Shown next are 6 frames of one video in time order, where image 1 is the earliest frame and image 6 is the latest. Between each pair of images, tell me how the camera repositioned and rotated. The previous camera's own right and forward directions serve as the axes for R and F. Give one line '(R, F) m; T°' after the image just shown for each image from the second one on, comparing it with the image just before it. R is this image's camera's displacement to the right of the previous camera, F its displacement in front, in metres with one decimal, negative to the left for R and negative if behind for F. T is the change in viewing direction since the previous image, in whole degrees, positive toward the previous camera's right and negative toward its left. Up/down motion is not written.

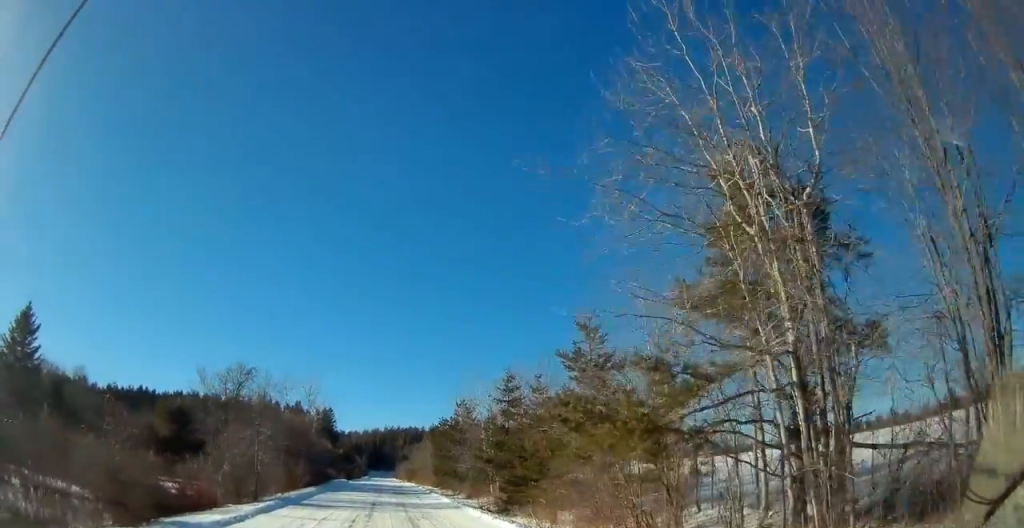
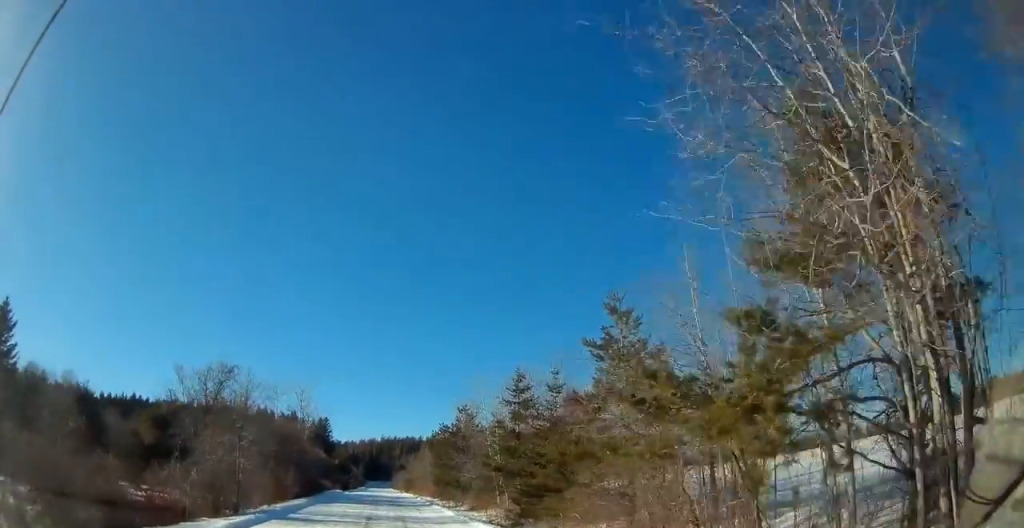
(0.0, +3.6) m; 0°
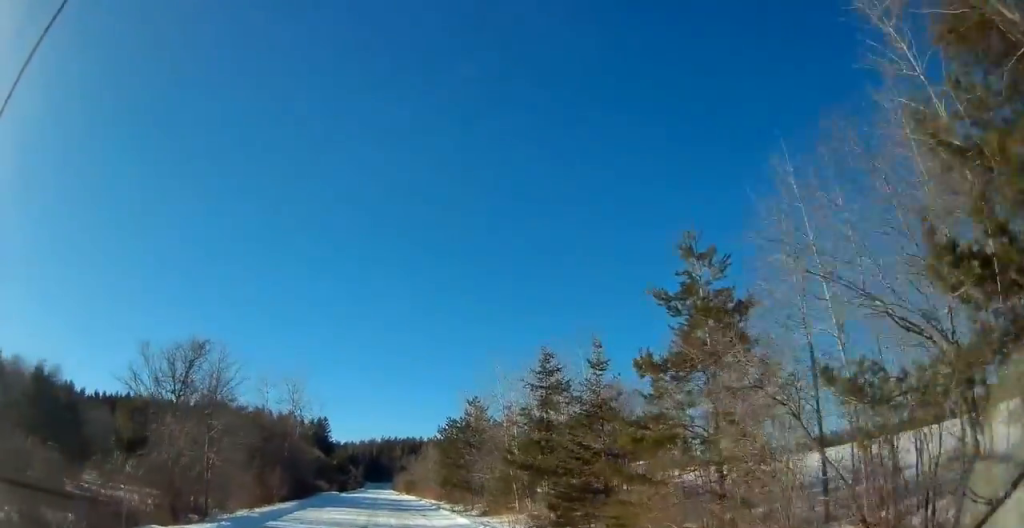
(0.0, +5.4) m; 0°
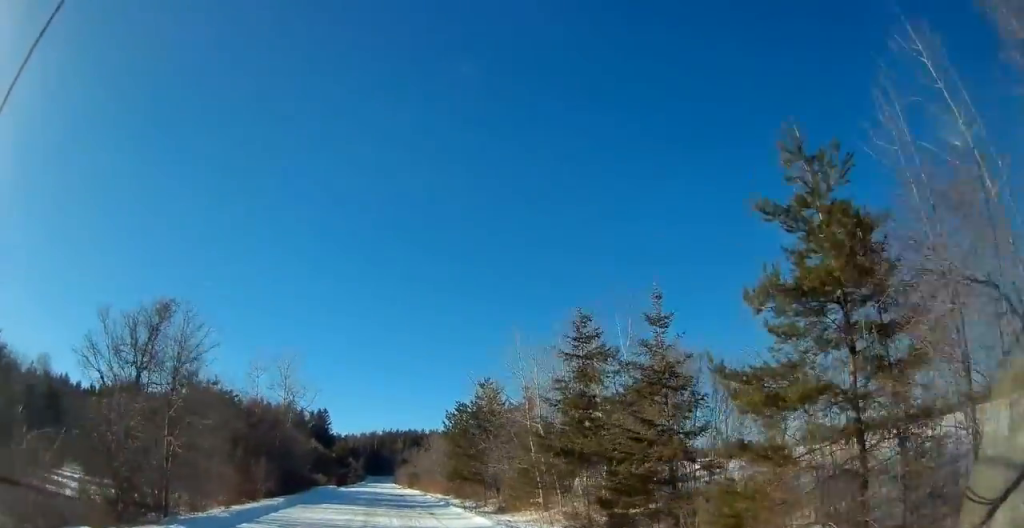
(0.0, +4.9) m; 0°
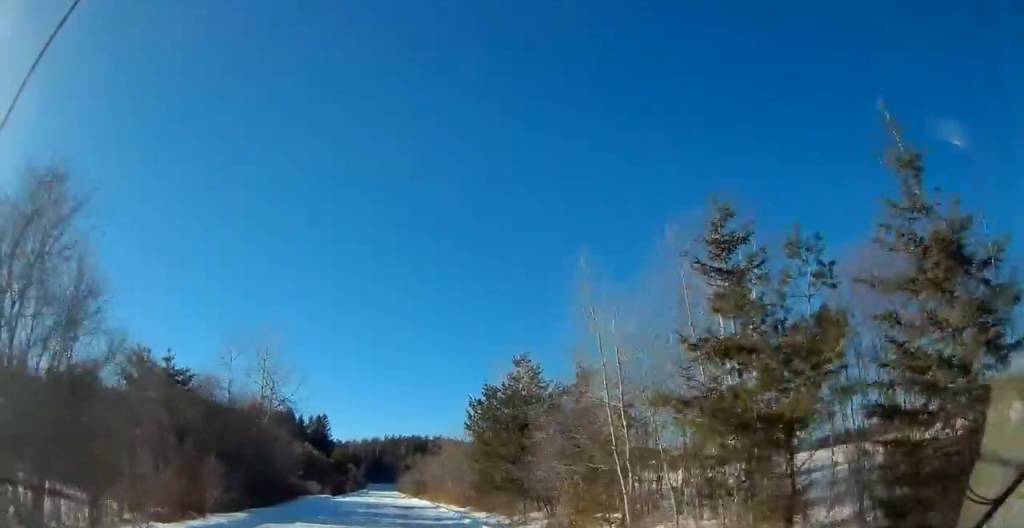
(0.0, +9.9) m; 0°
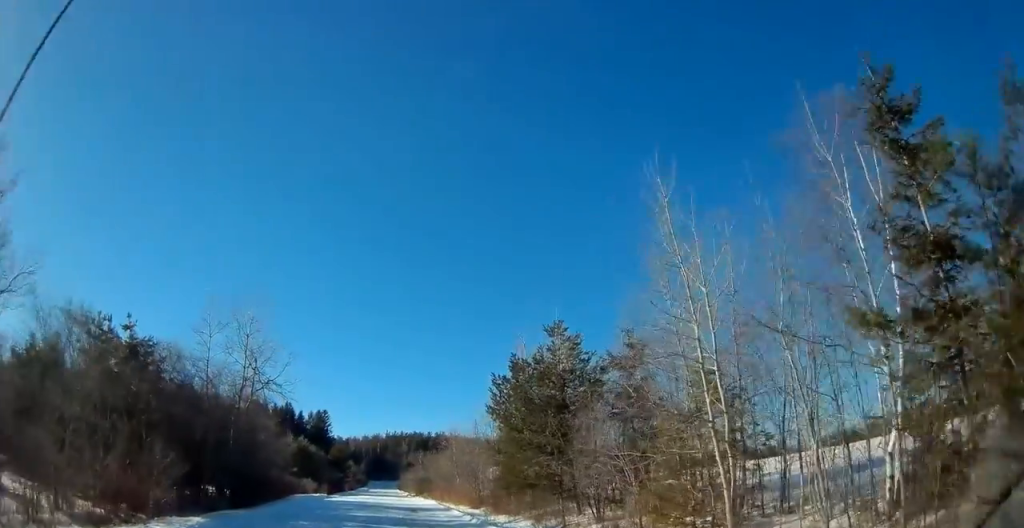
(0.0, +5.8) m; 0°
